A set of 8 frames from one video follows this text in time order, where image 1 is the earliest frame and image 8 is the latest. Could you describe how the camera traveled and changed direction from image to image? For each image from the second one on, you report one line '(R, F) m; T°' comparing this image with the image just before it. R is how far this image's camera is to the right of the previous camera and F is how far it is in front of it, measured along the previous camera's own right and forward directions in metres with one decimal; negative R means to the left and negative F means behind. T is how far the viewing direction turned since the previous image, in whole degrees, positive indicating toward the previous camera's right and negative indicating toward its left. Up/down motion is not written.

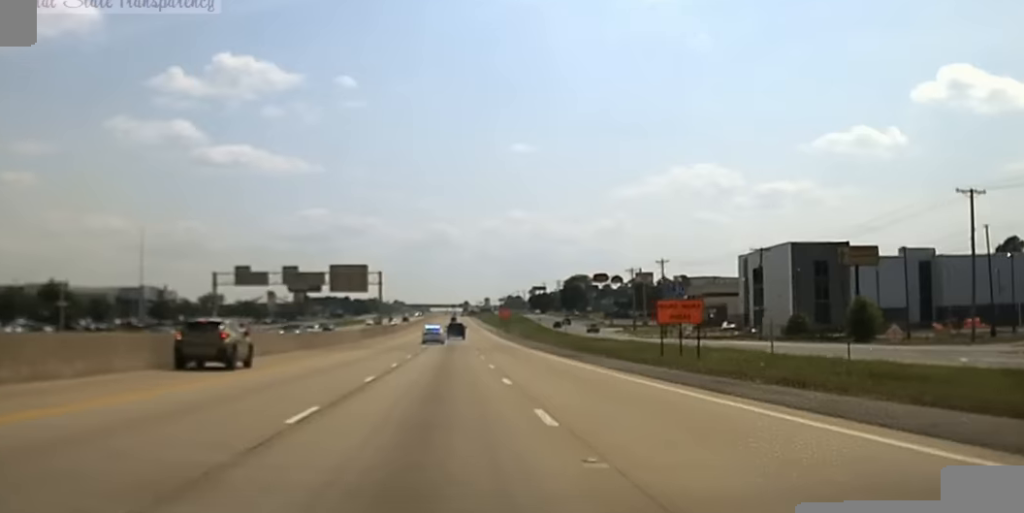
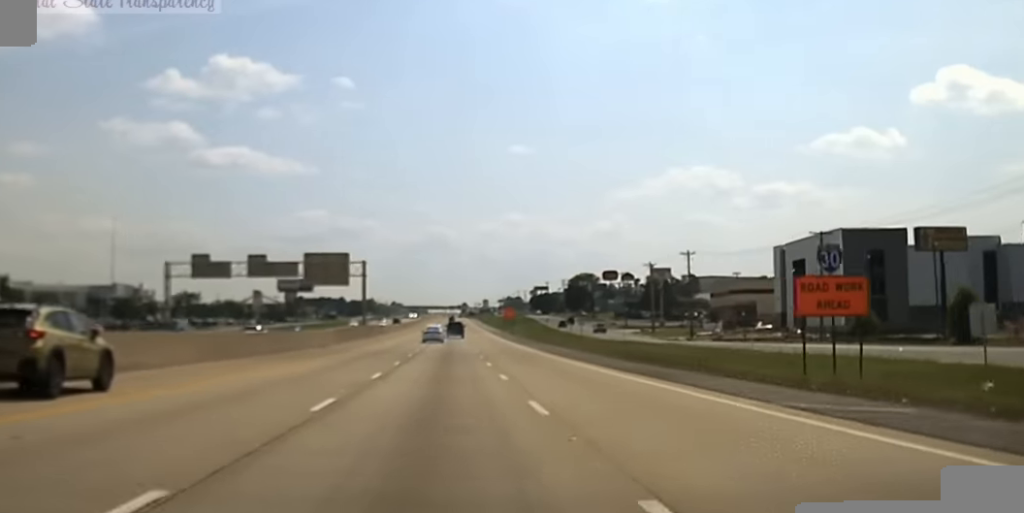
(0.0, +22.2) m; 0°
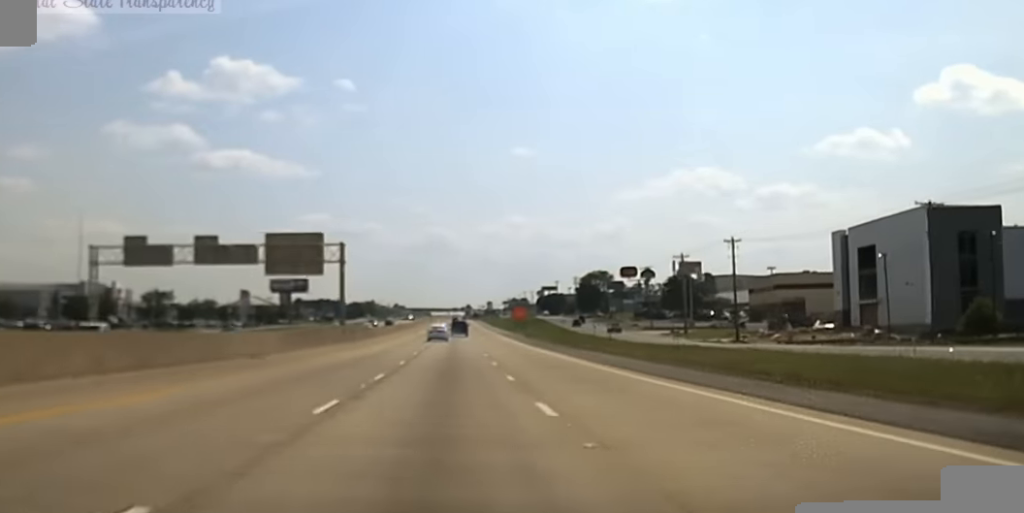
(0.0, +30.8) m; 0°
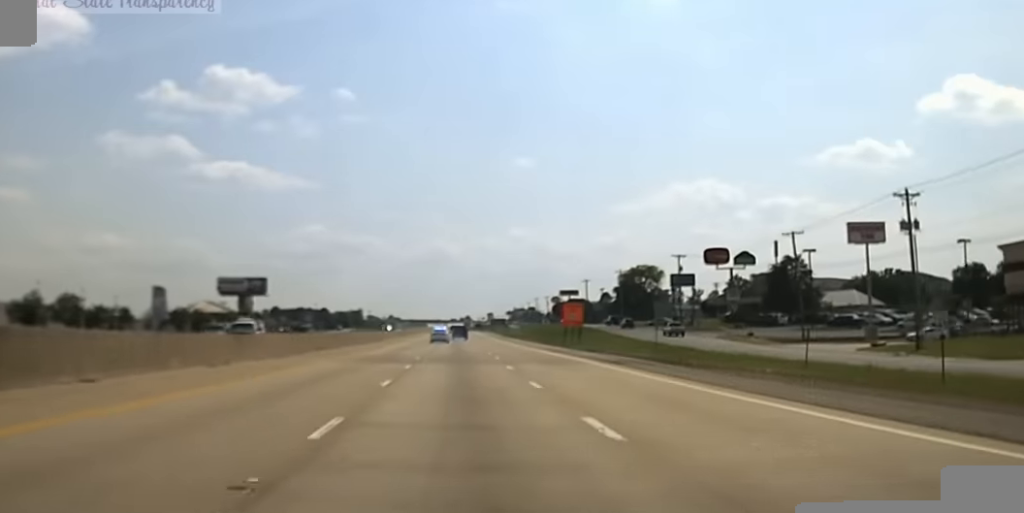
(+0.3, +105.0) m; +1°
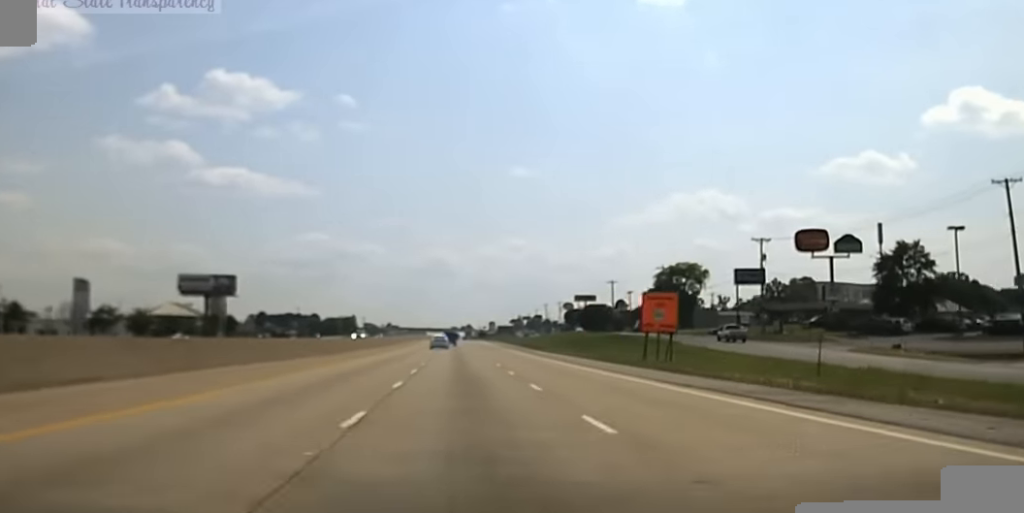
(+0.1, +48.1) m; 0°
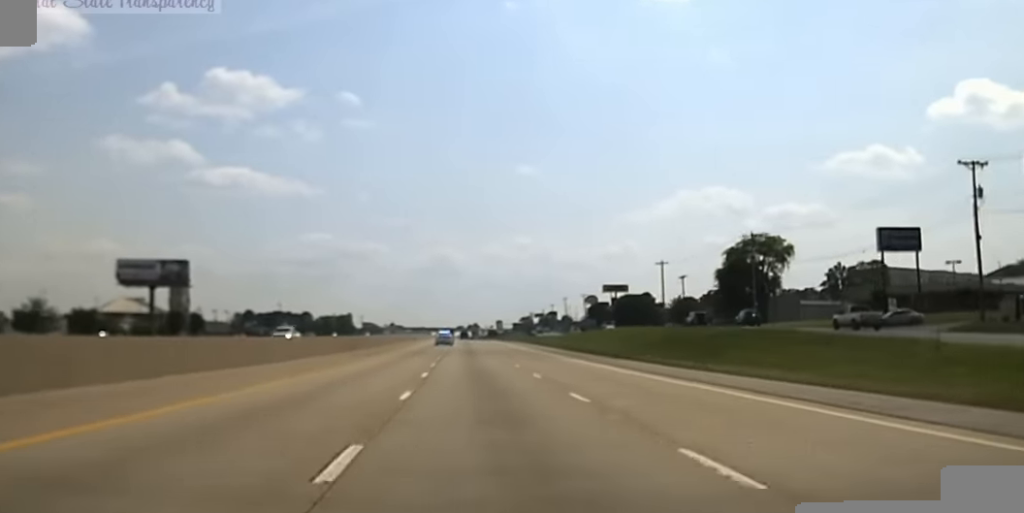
(-0.3, +46.5) m; -1°
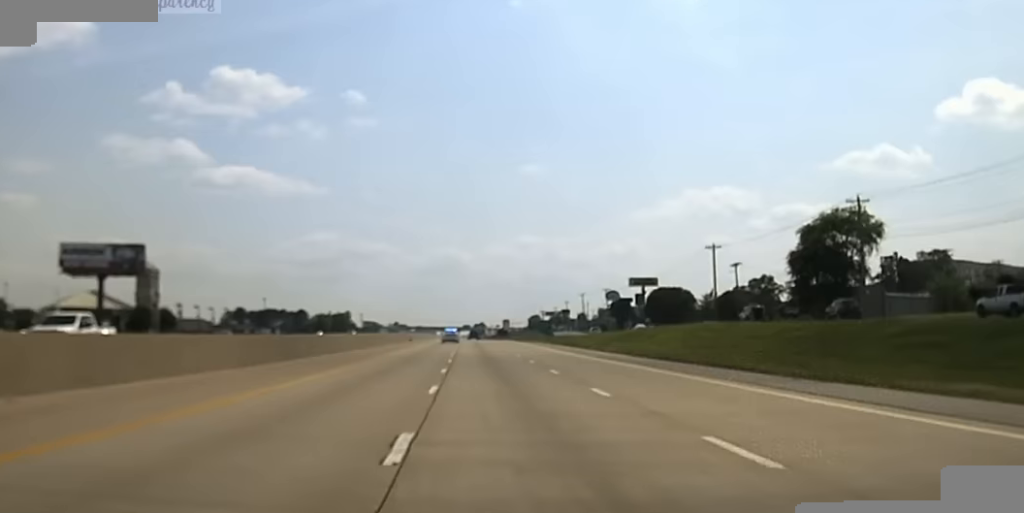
(-0.2, +31.1) m; 0°
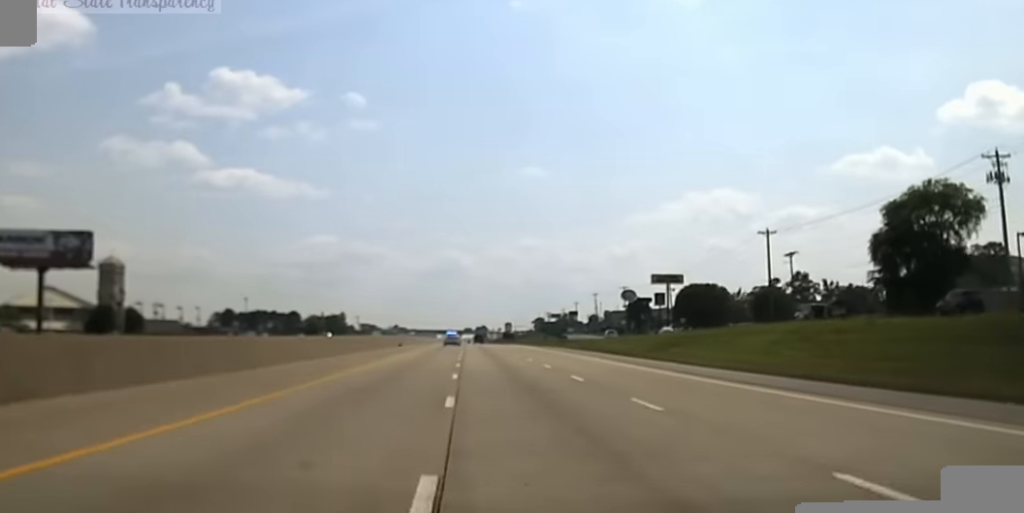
(-0.1, +26.1) m; 0°
